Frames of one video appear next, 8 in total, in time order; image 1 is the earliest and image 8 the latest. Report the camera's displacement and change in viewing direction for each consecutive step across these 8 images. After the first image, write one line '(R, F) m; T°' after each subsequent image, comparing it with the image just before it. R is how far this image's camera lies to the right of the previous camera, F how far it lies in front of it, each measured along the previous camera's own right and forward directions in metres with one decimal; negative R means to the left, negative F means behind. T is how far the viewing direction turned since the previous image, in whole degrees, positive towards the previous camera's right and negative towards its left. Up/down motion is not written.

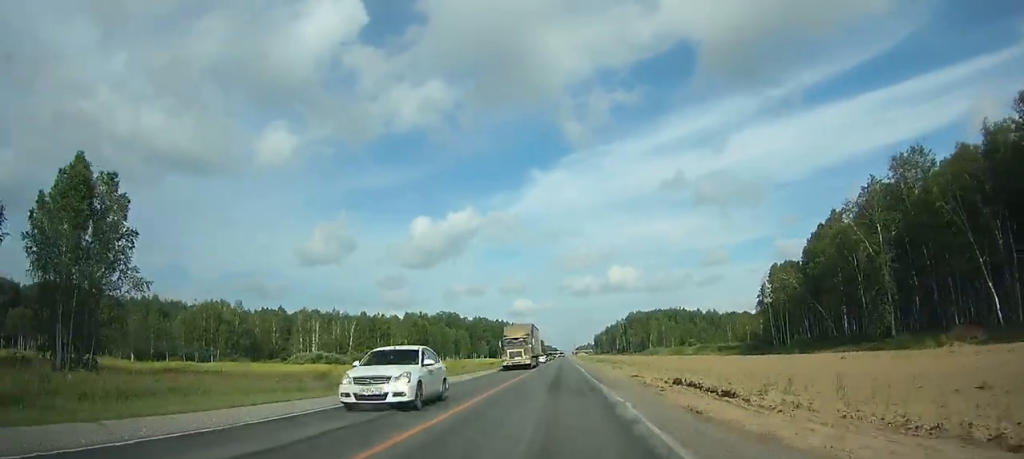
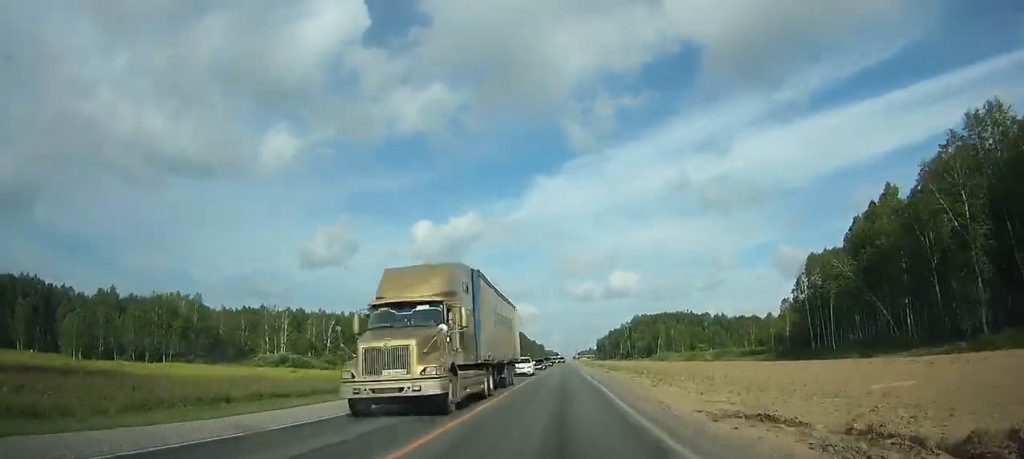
(0.0, +18.8) m; 0°
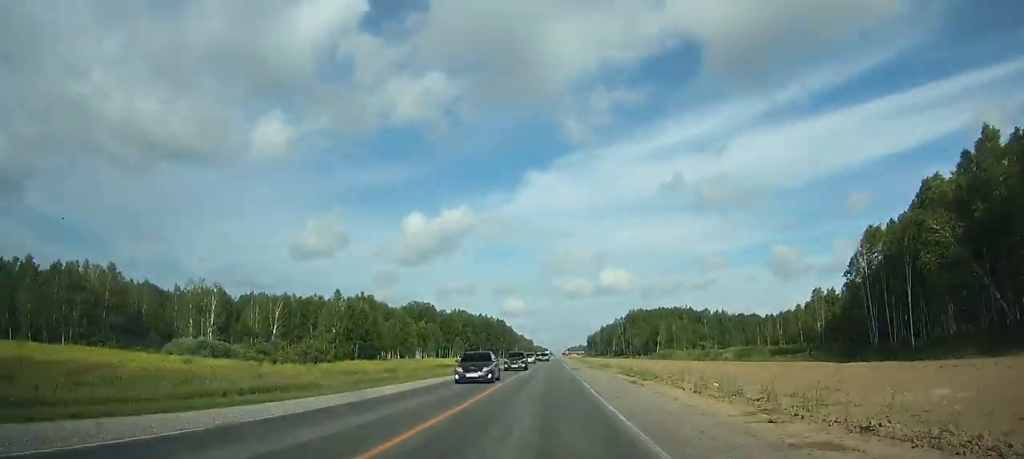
(+0.1, +25.9) m; 0°
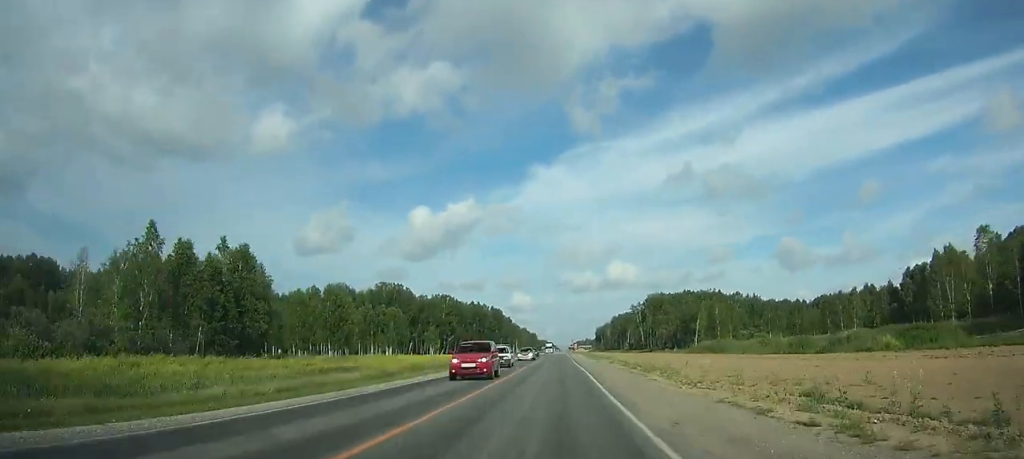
(+0.2, +54.6) m; 0°
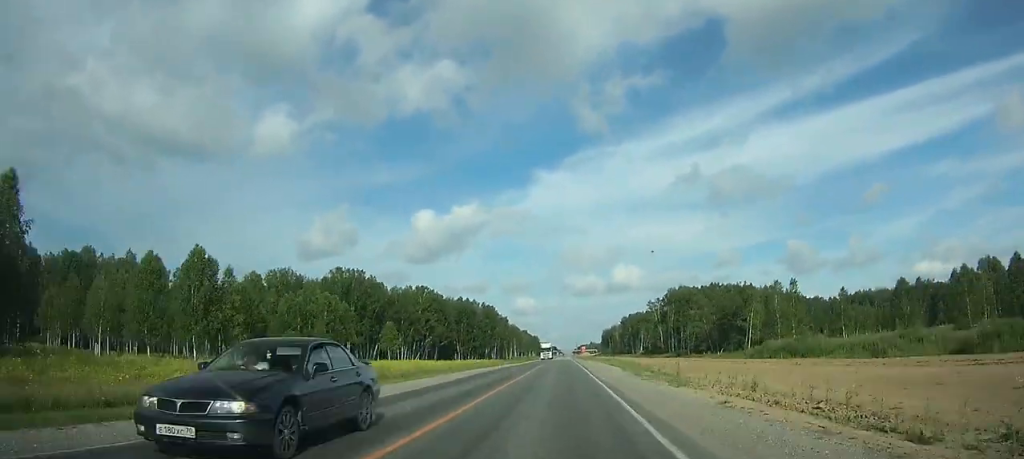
(-0.1, +43.1) m; 0°
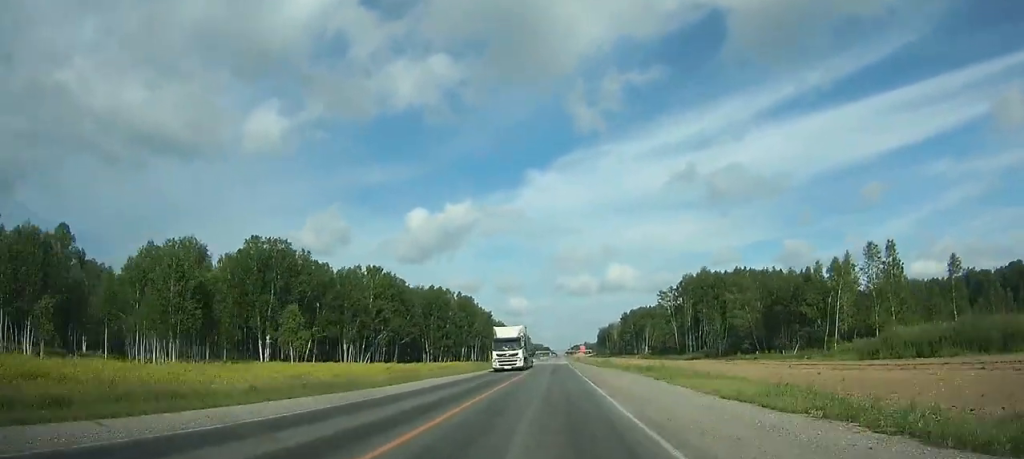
(+0.1, +40.5) m; 0°
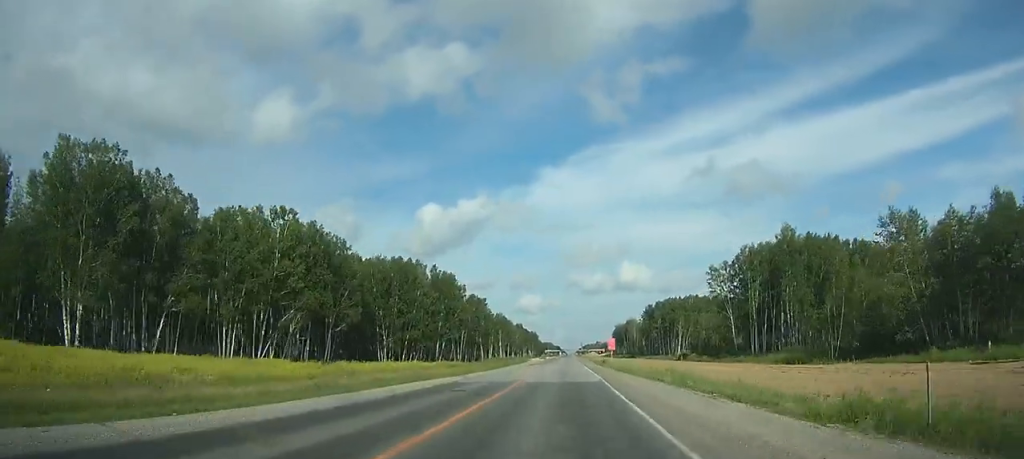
(-0.1, +56.6) m; 0°
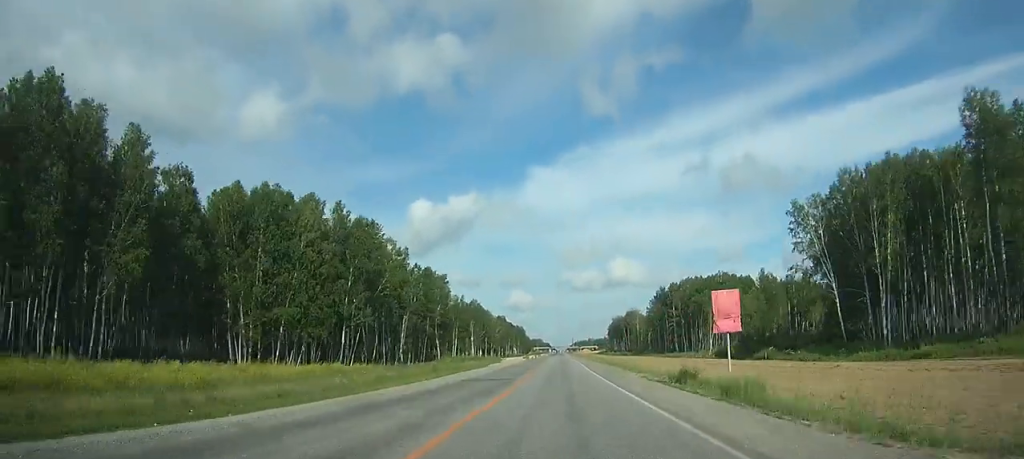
(+0.1, +61.7) m; 0°
